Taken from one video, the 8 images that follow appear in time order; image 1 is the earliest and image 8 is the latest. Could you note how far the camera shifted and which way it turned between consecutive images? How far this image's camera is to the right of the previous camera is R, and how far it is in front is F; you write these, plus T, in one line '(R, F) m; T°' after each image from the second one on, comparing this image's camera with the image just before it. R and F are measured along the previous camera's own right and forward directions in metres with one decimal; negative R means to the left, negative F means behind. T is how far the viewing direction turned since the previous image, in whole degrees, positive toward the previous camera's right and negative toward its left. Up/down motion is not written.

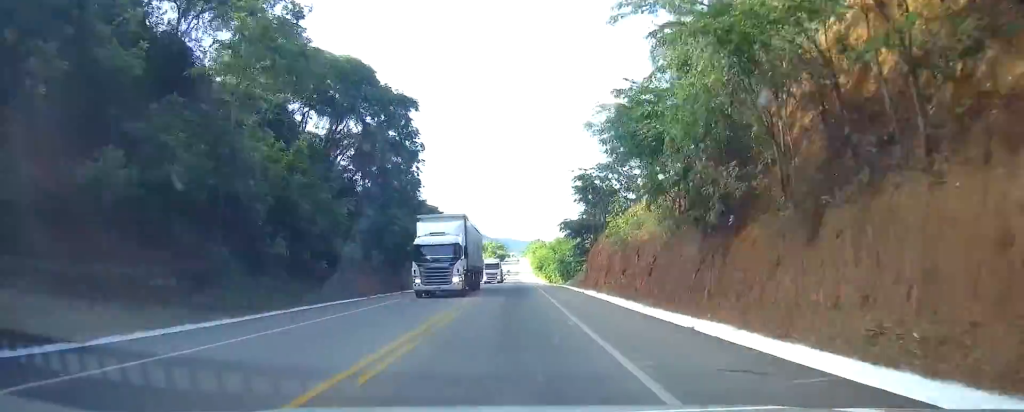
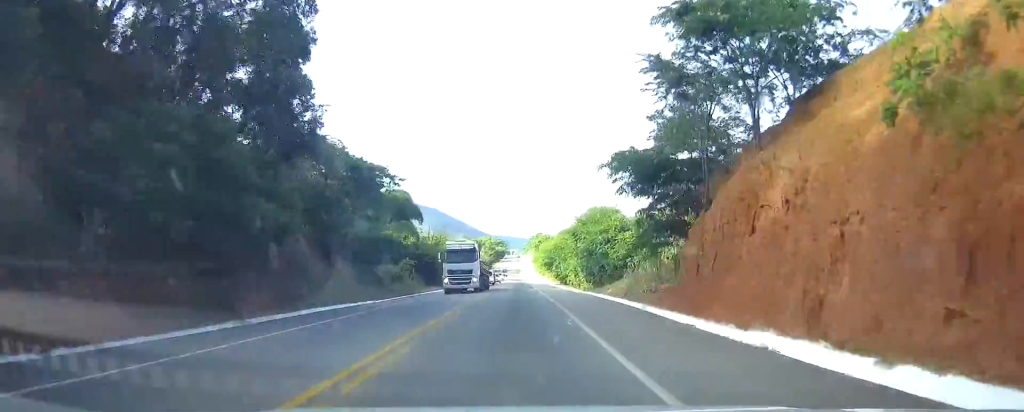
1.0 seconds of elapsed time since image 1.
(0.0, +32.5) m; 0°
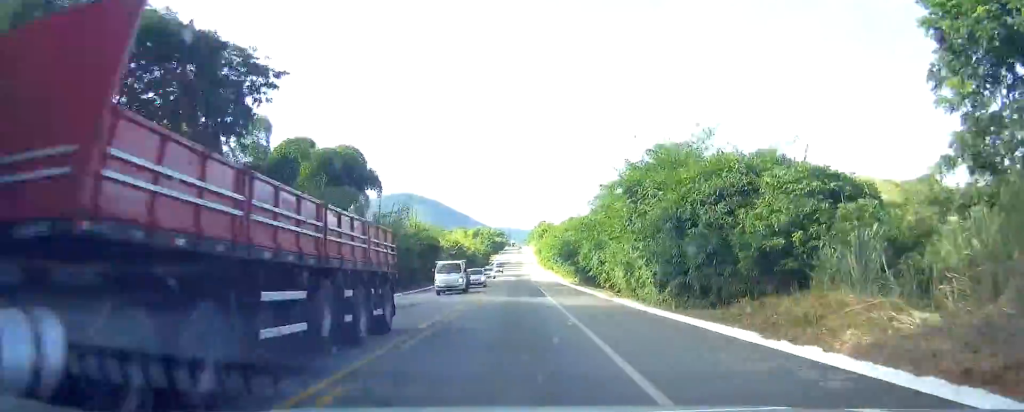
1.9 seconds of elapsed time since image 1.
(0.0, +28.3) m; 0°
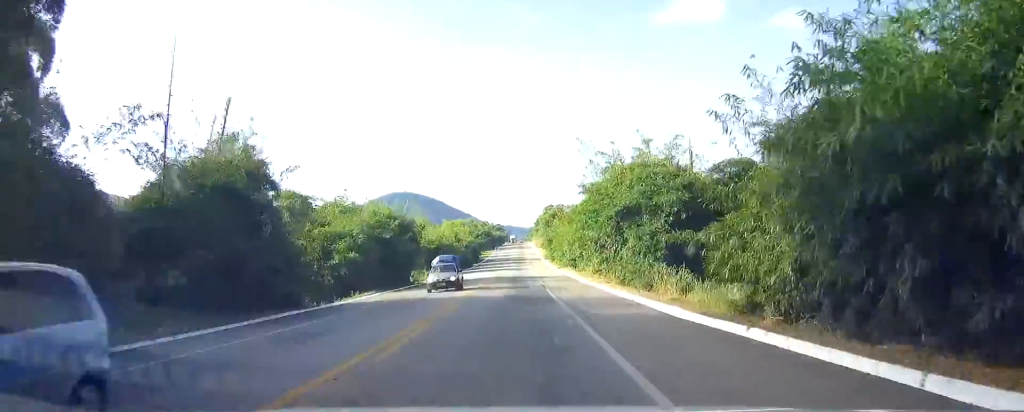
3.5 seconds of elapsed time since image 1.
(-0.2, +49.3) m; -1°
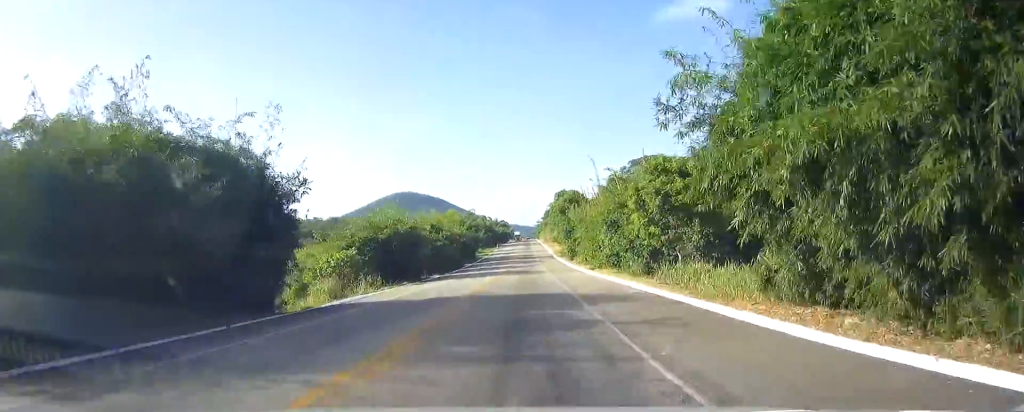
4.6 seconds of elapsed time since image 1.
(-0.2, +34.2) m; 0°
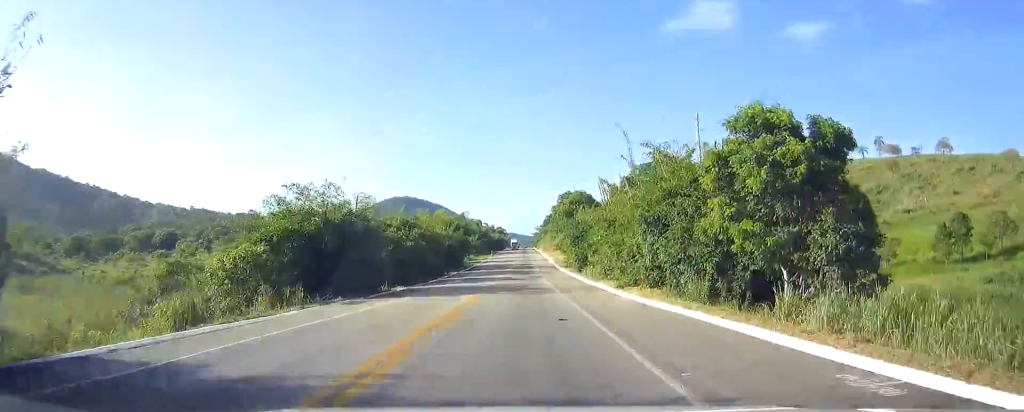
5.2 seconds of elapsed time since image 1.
(0.0, +17.5) m; 0°
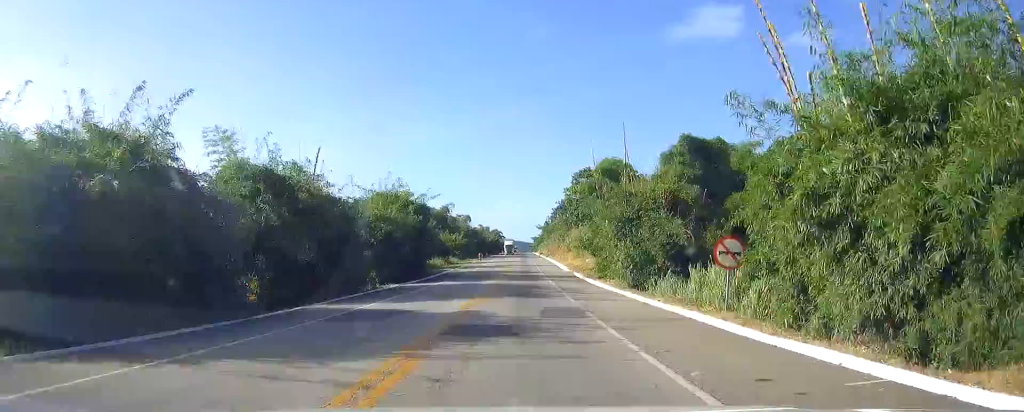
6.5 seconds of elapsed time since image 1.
(0.0, +39.8) m; 0°
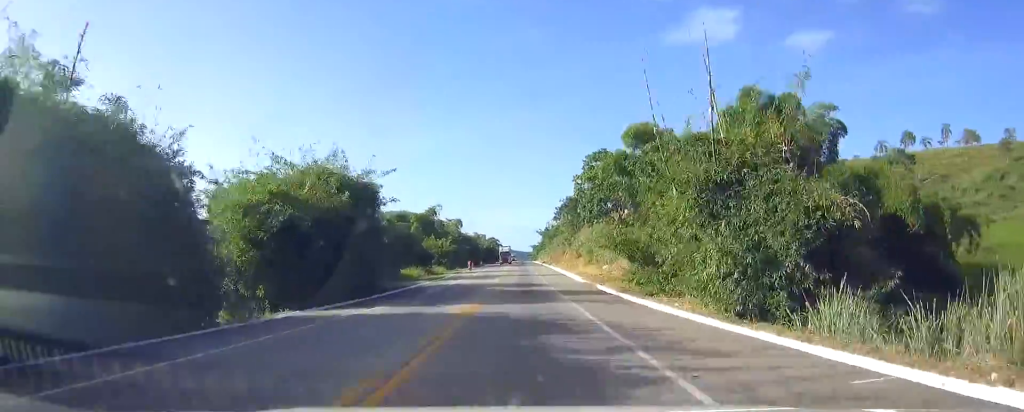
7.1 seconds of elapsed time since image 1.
(+0.1, +20.3) m; 0°
